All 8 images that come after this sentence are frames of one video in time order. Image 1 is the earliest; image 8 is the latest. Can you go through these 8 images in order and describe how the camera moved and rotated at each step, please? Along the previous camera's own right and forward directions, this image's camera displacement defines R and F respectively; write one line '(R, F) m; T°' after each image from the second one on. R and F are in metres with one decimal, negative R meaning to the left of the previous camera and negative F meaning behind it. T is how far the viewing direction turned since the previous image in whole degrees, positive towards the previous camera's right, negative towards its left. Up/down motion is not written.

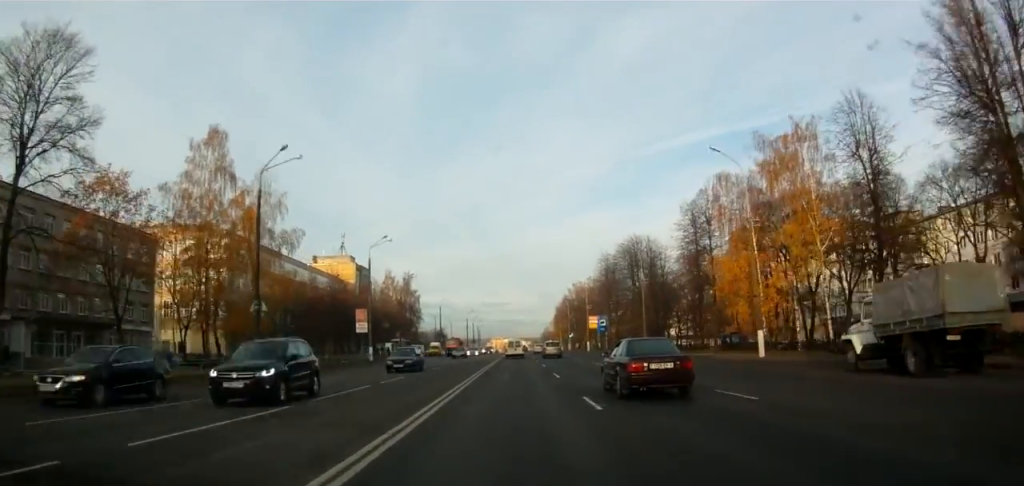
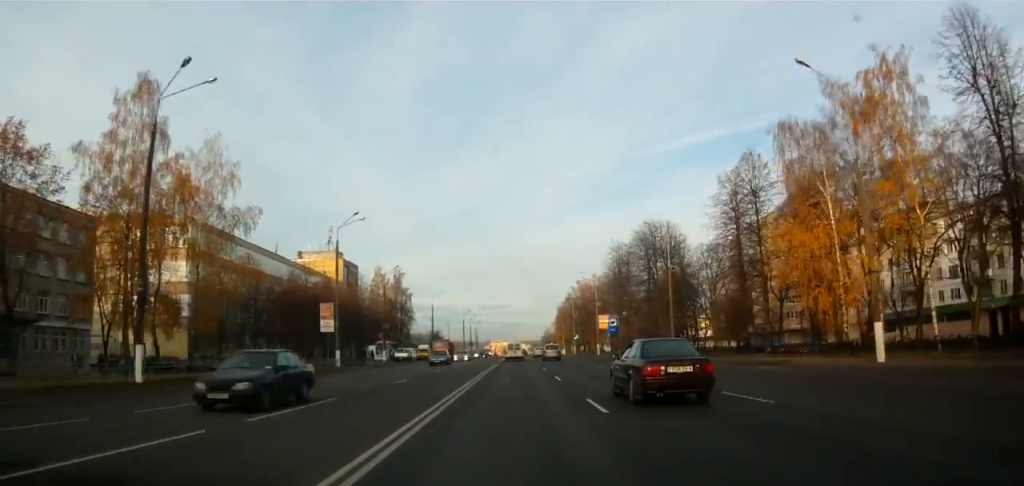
(0.0, +11.6) m; 0°
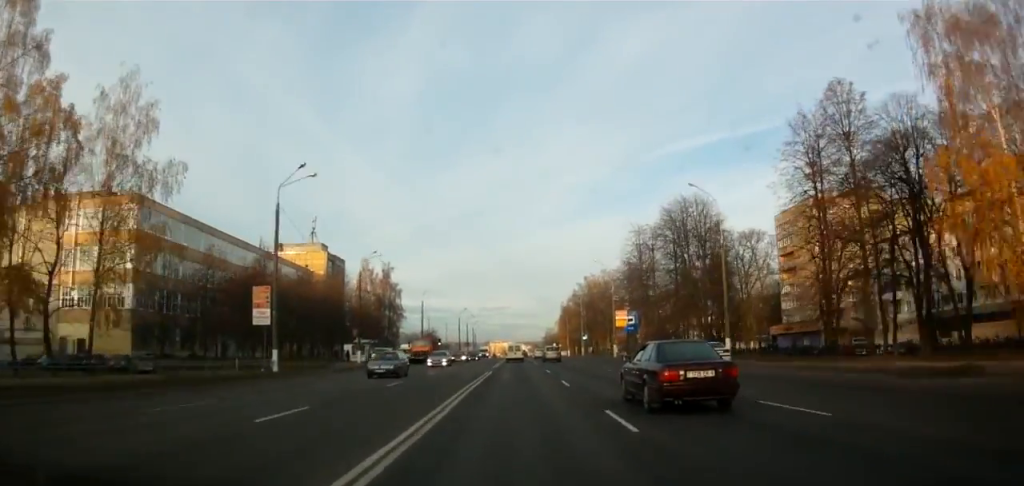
(0.0, +14.6) m; 0°
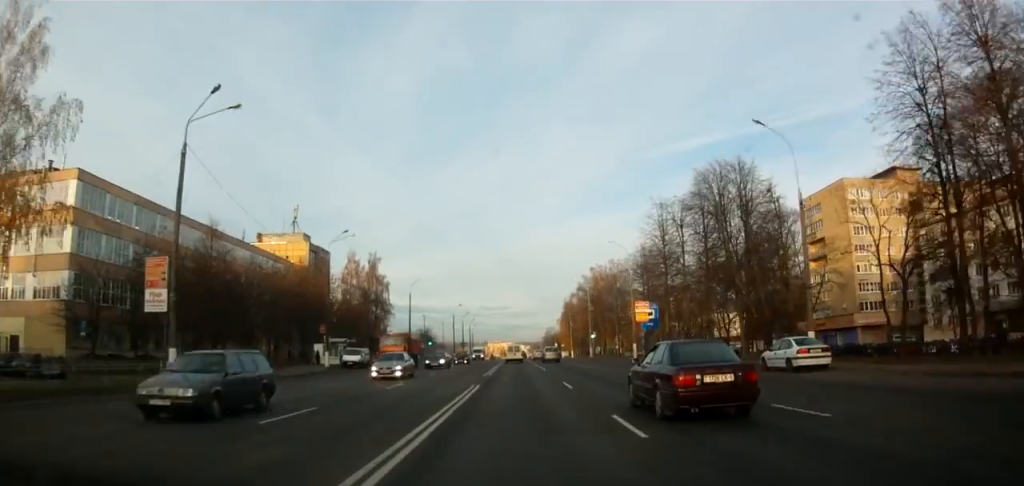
(0.0, +12.7) m; 0°
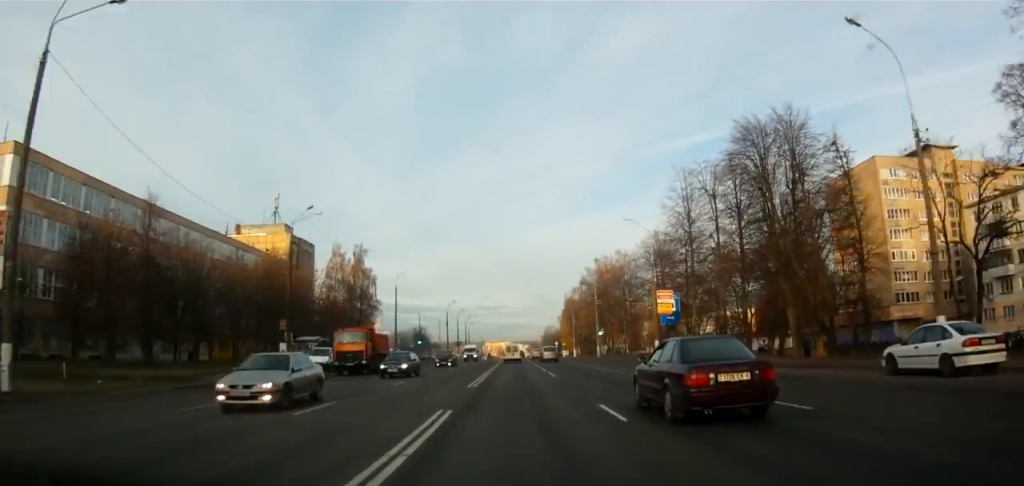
(0.0, +10.0) m; 0°
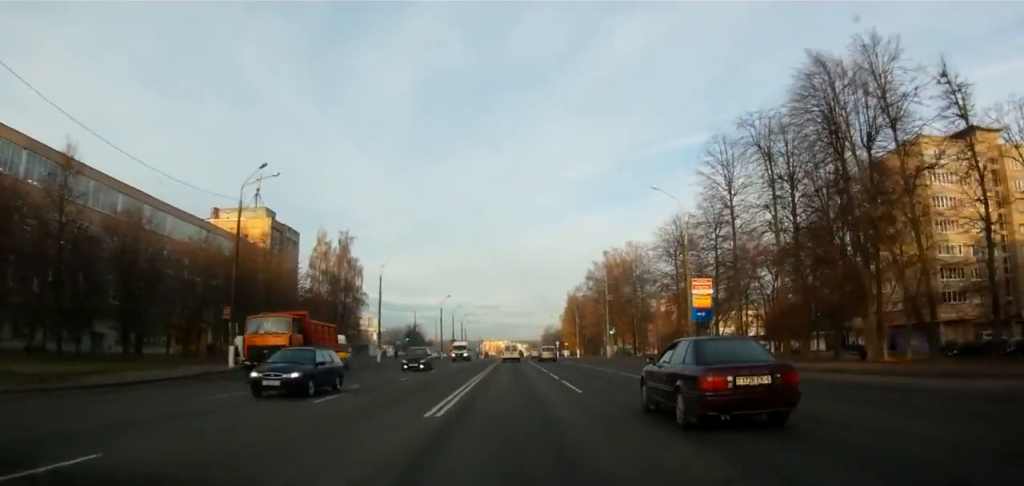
(-0.1, +10.1) m; +1°
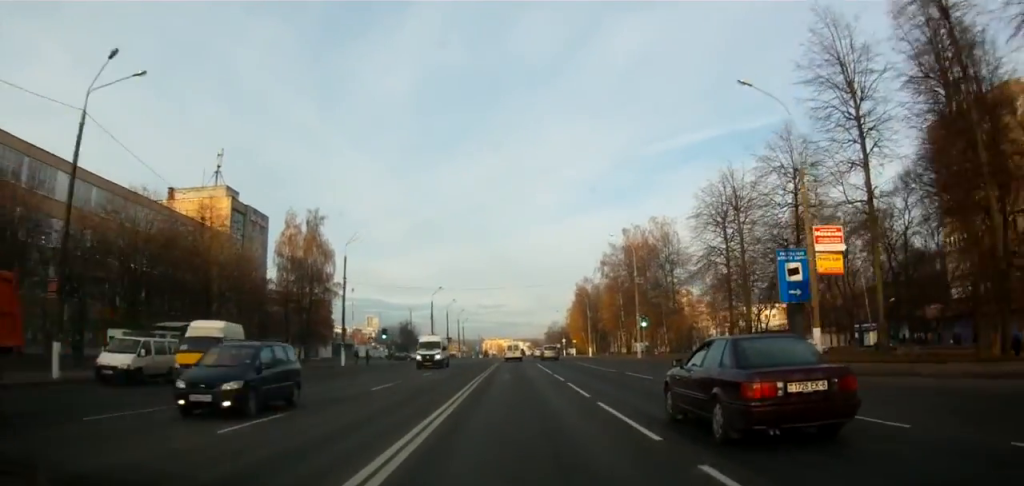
(+0.4, +17.0) m; 0°
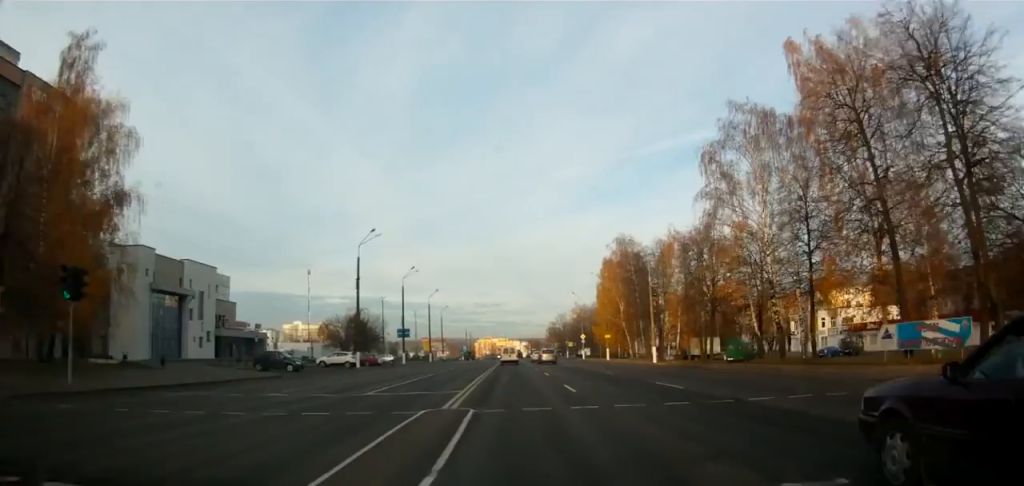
(-0.2, +53.2) m; +1°
